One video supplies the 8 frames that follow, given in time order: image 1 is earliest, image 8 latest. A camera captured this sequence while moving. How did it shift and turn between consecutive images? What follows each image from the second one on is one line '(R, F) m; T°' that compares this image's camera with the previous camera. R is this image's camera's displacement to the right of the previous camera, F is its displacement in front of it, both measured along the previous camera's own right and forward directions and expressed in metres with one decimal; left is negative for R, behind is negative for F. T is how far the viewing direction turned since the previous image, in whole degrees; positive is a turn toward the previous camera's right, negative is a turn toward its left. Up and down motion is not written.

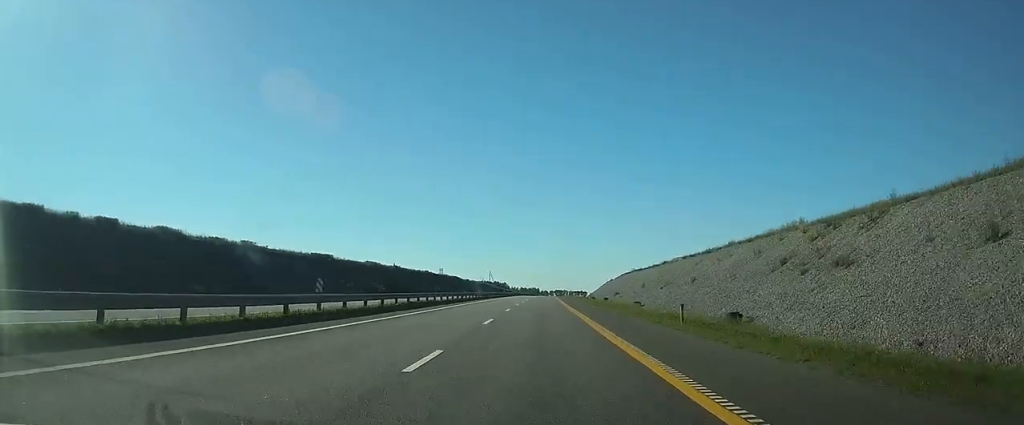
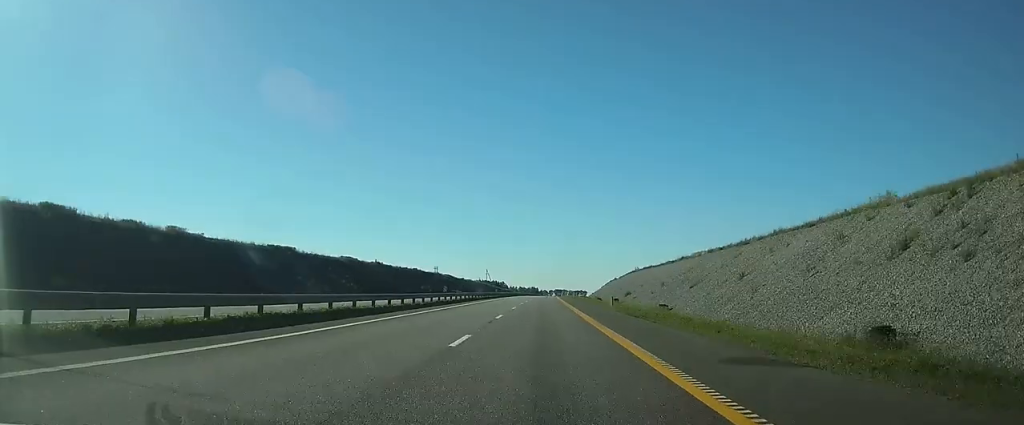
(0.0, +20.1) m; 0°
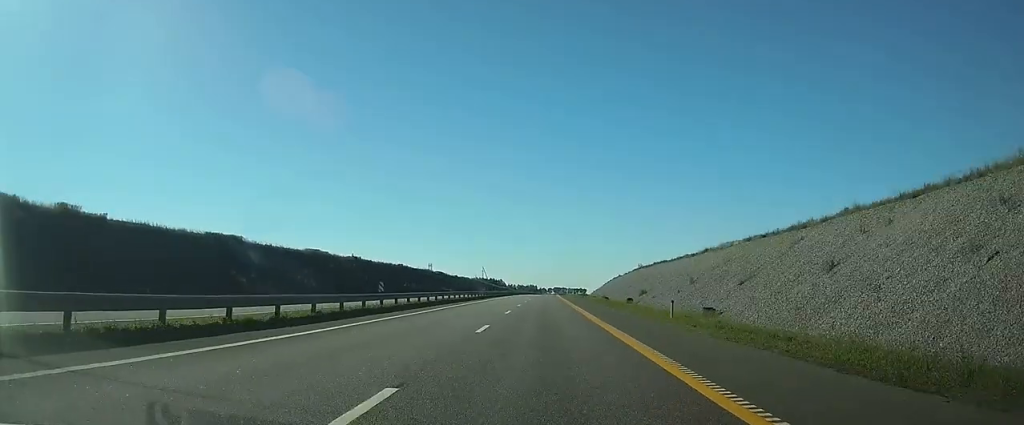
(0.0, +20.1) m; 0°
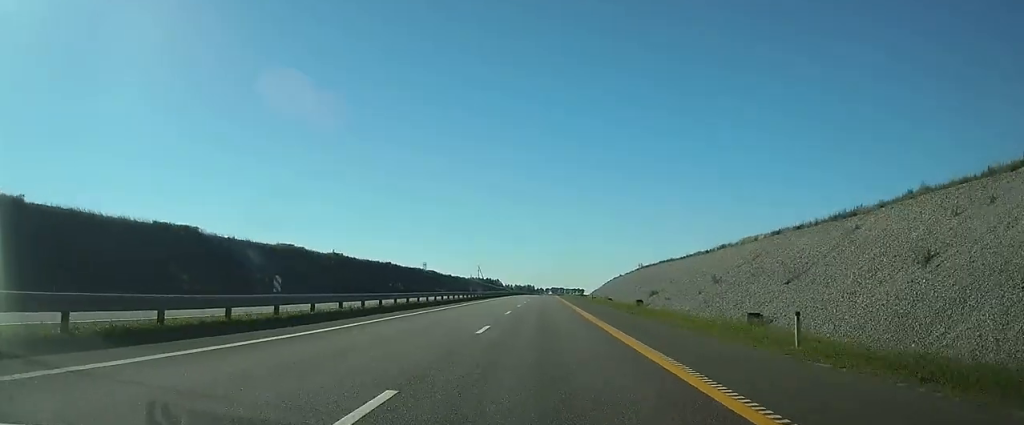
(0.0, +12.1) m; 0°
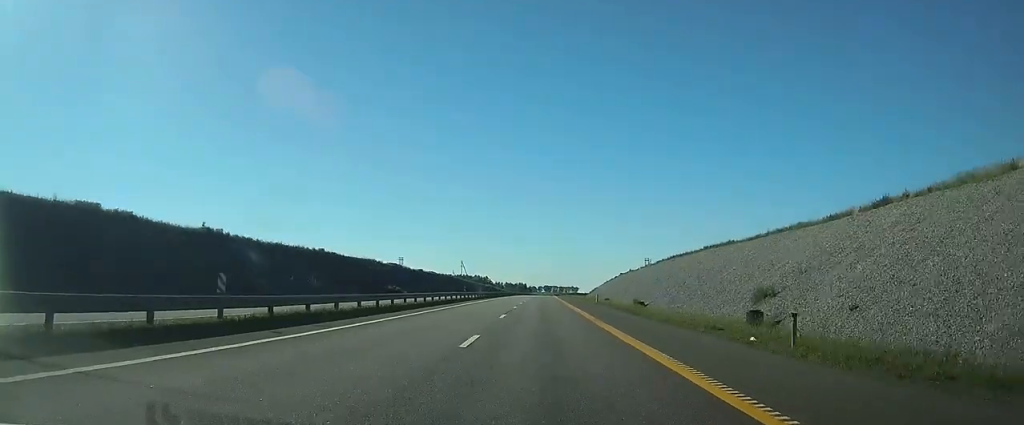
(+0.2, +51.4) m; +1°
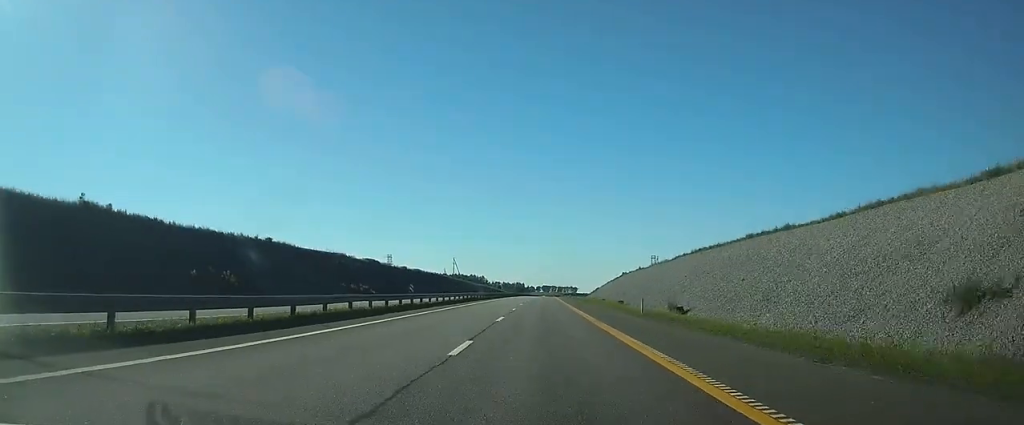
(+0.1, +25.2) m; +1°
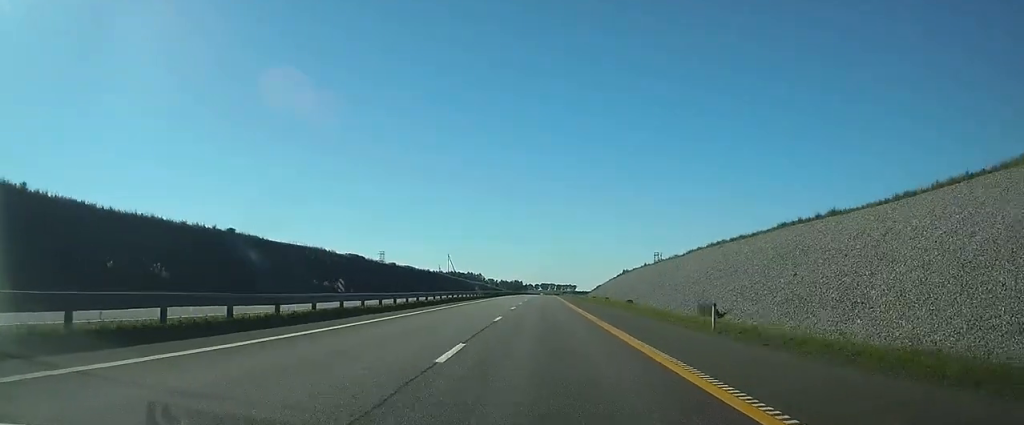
(+0.1, +13.1) m; 0°
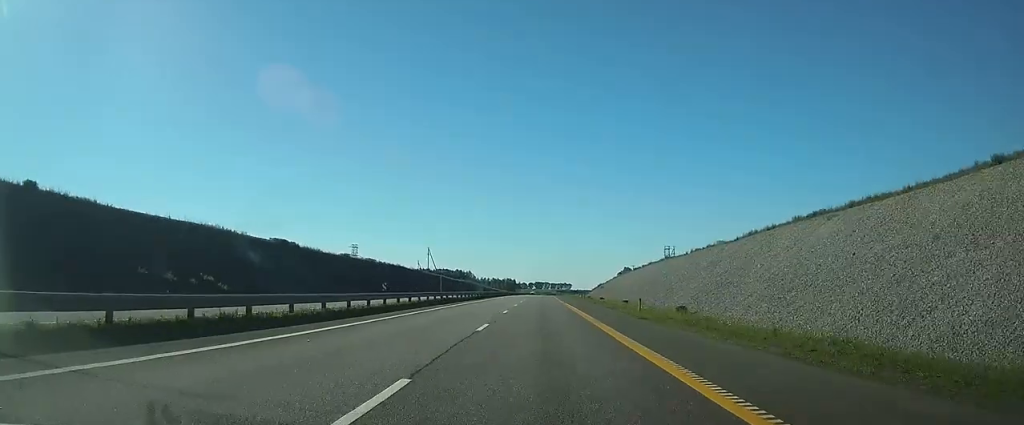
(+0.1, +40.4) m; 0°
